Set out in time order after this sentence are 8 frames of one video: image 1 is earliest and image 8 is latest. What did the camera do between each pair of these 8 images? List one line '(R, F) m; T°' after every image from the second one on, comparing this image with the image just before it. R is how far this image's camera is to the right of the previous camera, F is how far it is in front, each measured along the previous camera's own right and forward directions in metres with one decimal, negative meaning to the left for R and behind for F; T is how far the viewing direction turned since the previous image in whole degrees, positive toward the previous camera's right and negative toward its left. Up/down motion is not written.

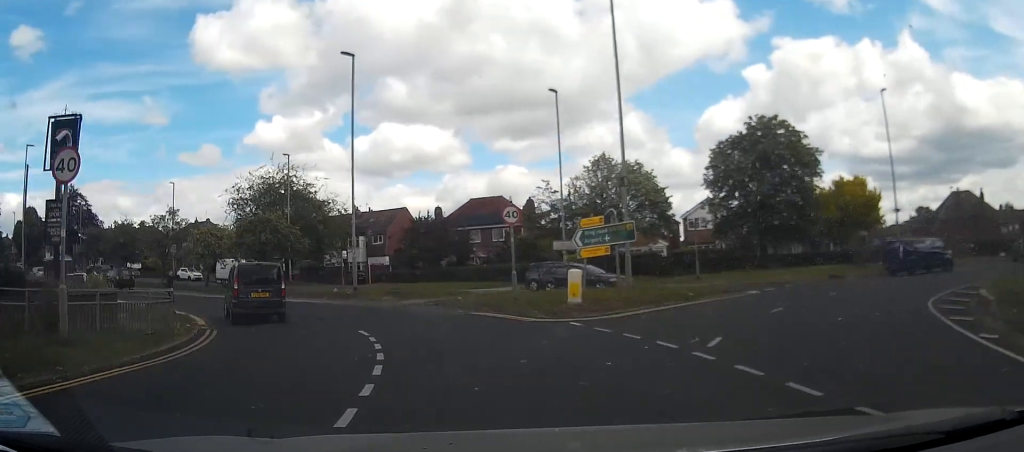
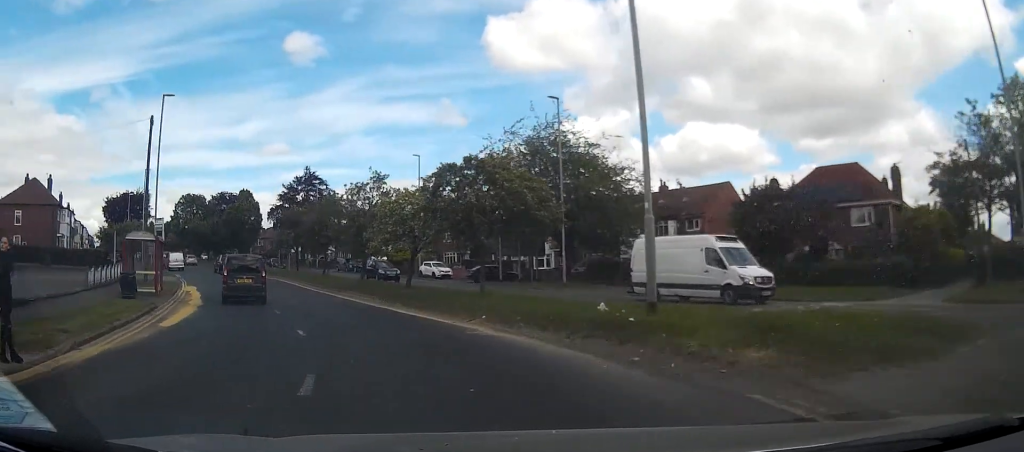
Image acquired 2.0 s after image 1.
(-4.0, +22.0) m; -26°
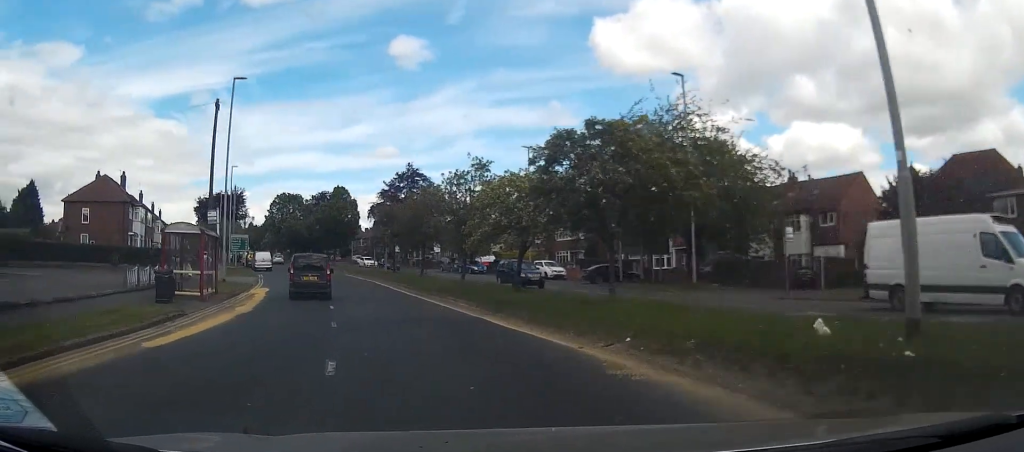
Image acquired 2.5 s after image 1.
(-0.2, +5.8) m; -8°
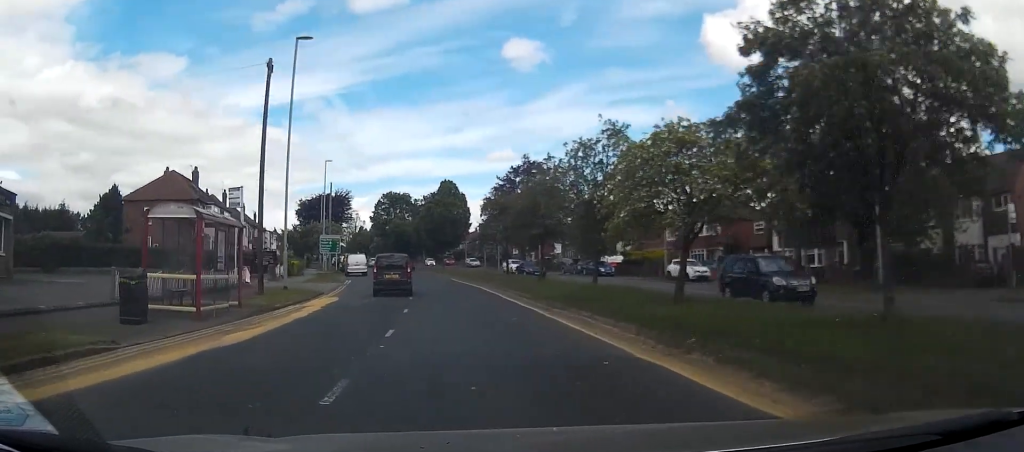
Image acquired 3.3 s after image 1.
(-1.0, +9.3) m; -9°
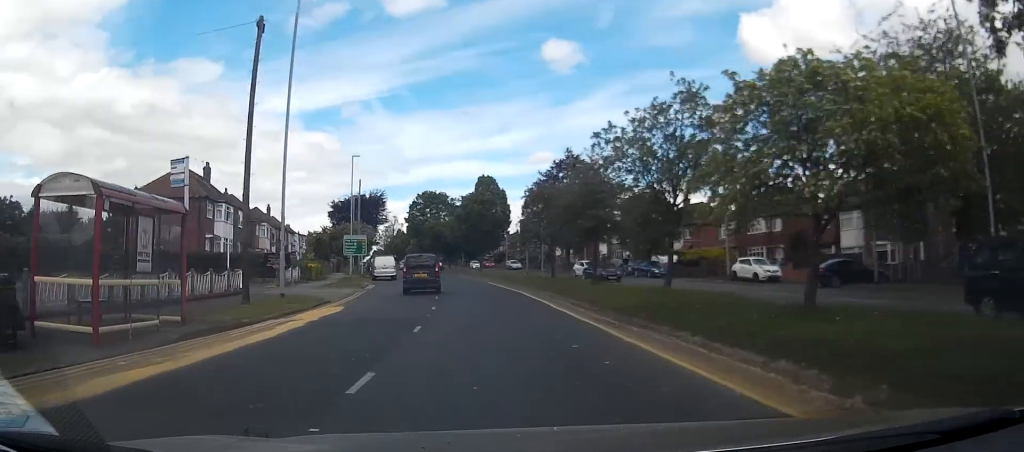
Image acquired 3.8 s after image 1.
(-0.4, +6.5) m; -4°
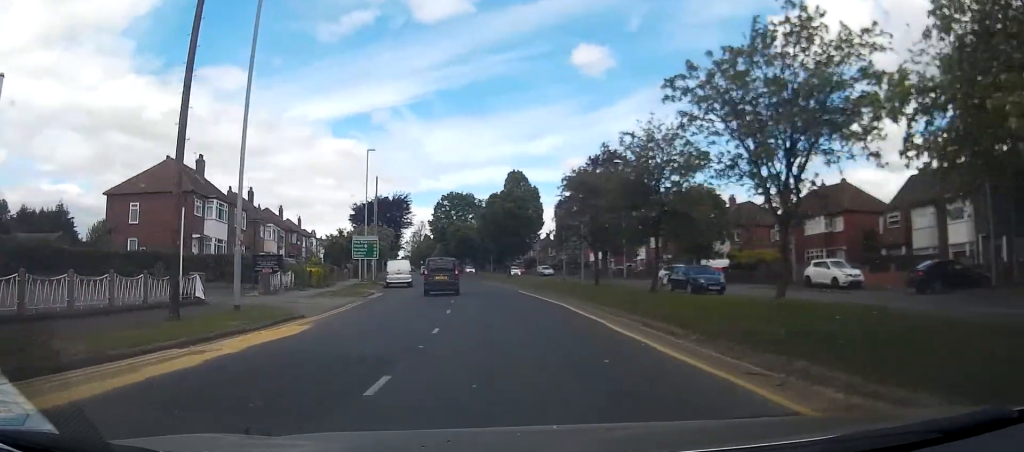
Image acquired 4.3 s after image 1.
(-0.3, +7.5) m; -3°
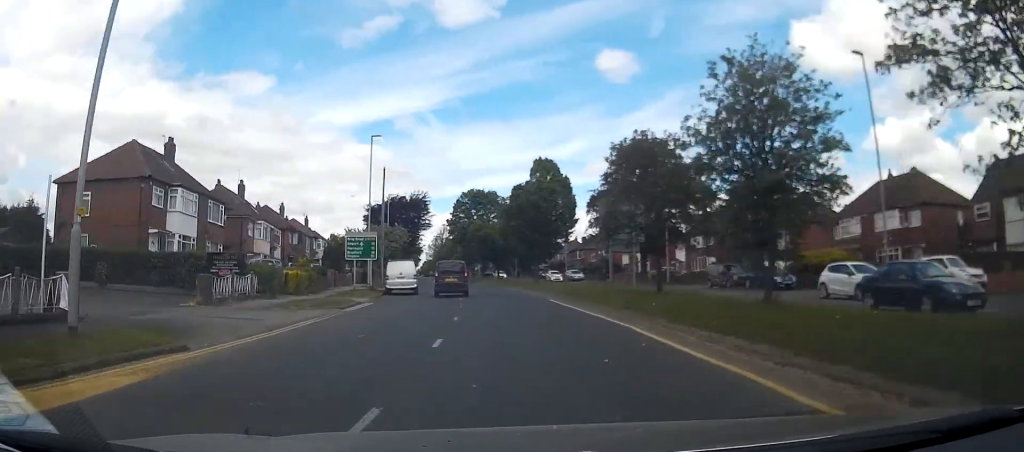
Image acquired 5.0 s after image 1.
(-0.3, +9.6) m; -3°
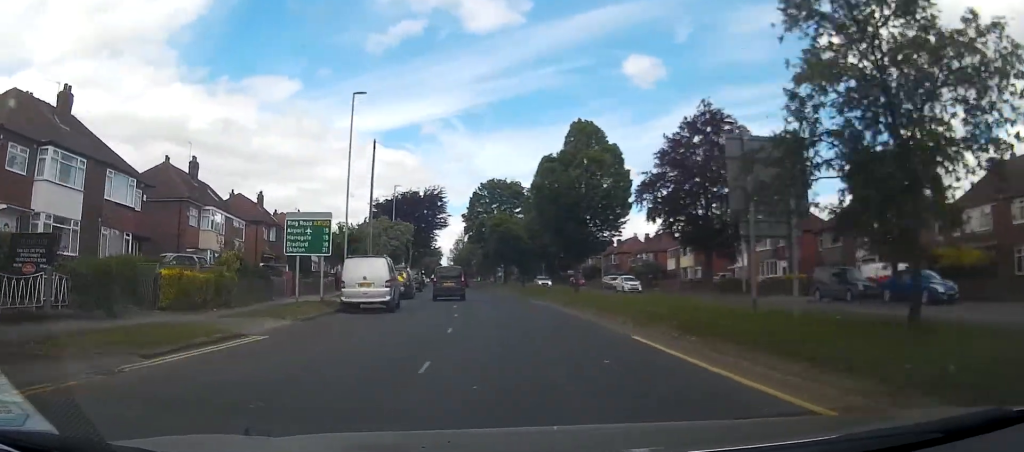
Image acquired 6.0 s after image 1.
(-0.6, +14.7) m; -3°
